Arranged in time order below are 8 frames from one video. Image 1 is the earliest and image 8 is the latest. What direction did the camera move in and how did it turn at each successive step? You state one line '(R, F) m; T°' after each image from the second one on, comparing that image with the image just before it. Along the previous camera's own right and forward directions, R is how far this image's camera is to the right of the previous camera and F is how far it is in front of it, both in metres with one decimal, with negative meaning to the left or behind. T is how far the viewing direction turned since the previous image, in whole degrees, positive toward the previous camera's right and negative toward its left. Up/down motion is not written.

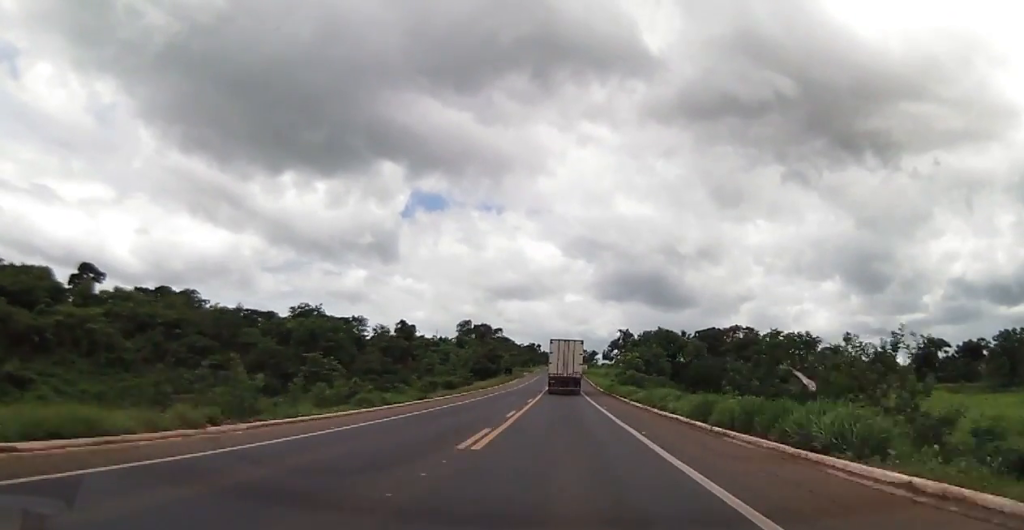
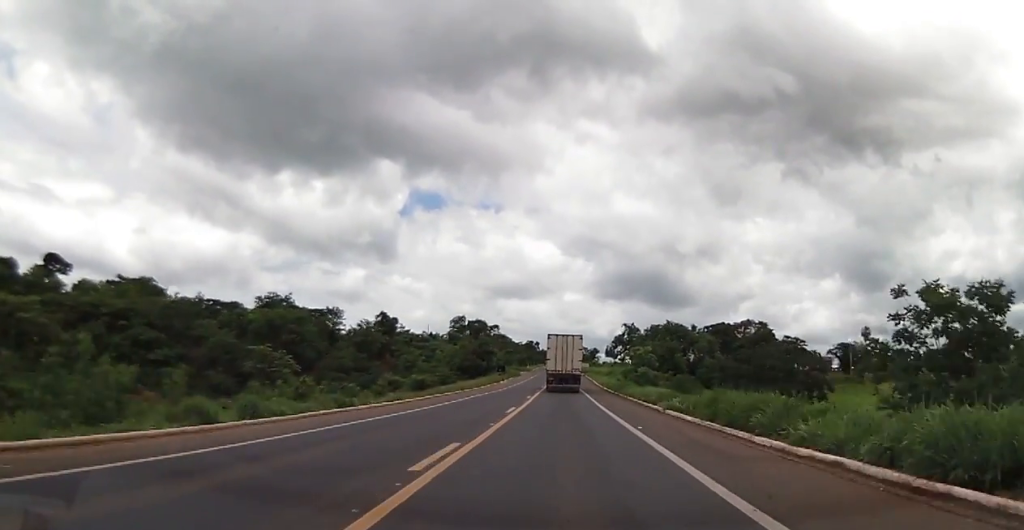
(0.0, +15.6) m; 0°
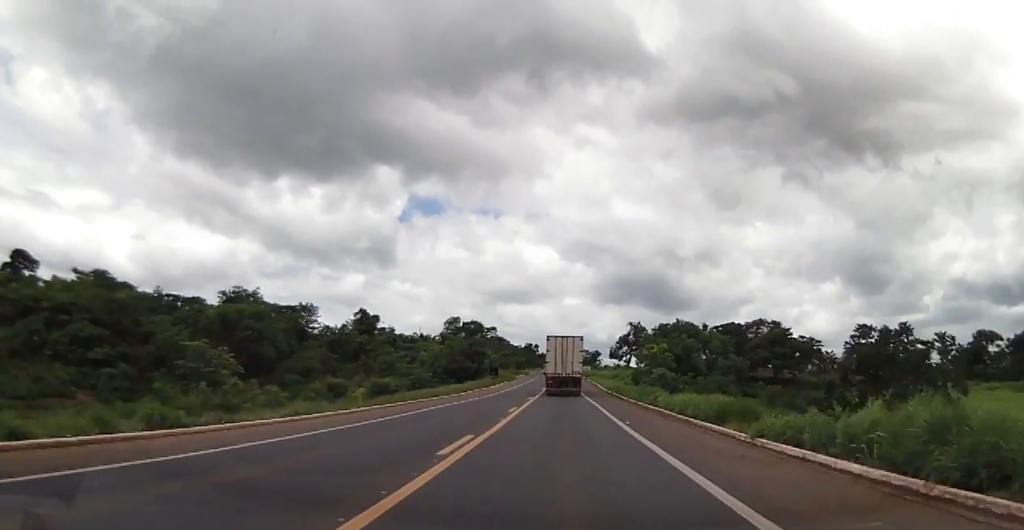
(+0.3, +13.7) m; 0°
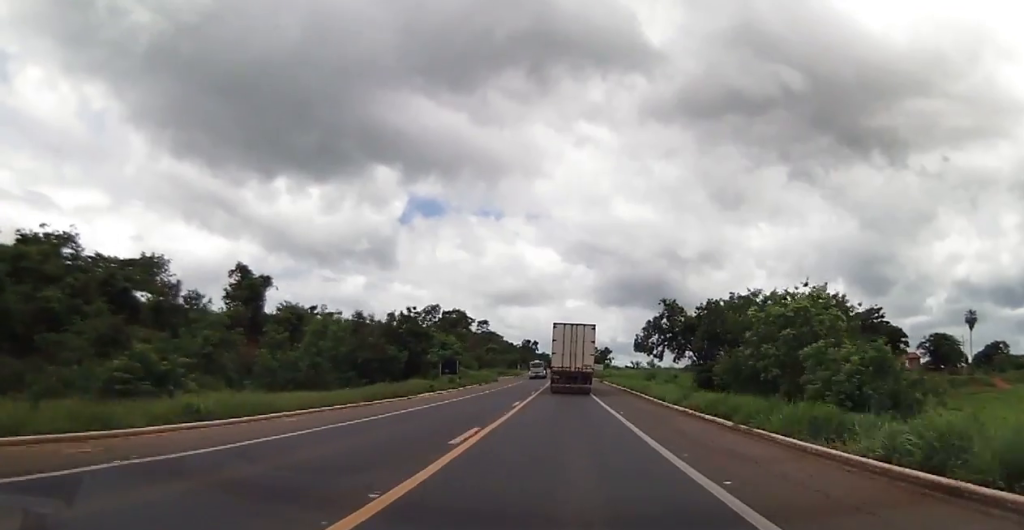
(-0.6, +46.0) m; 0°
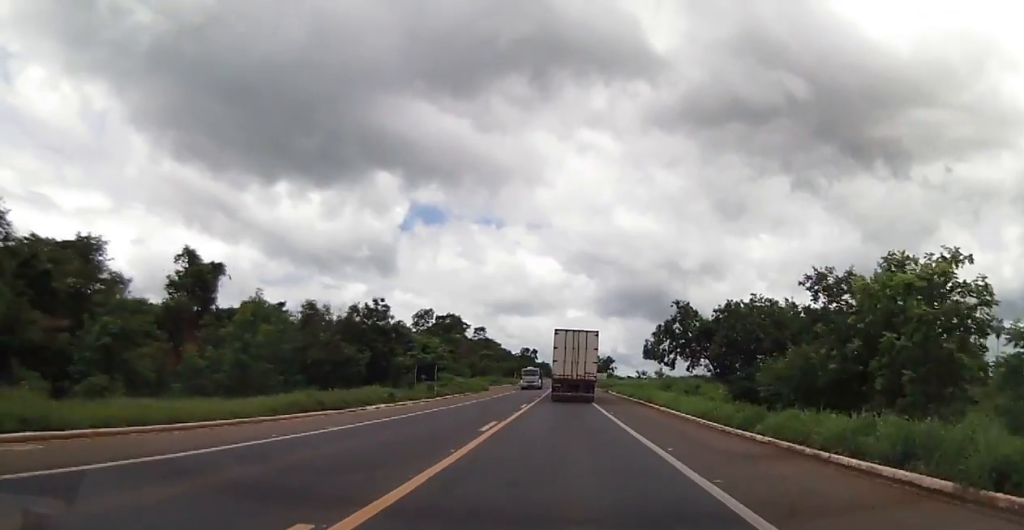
(+0.2, +11.1) m; 0°
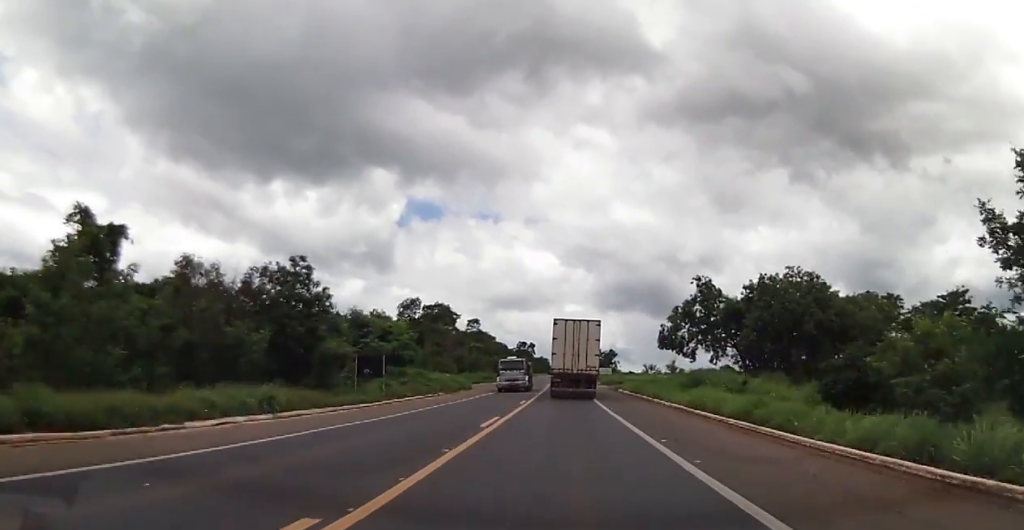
(+0.3, +15.5) m; 0°
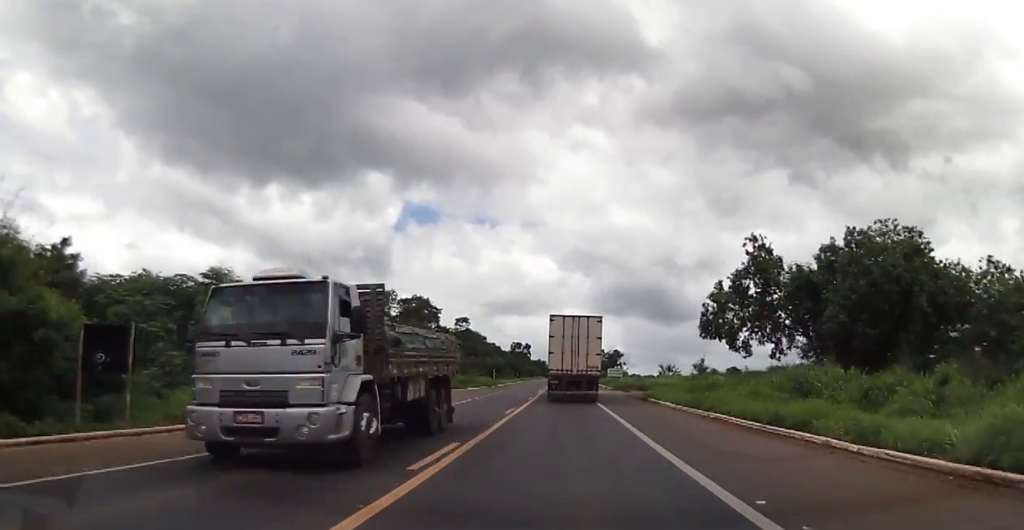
(-0.5, +24.0) m; -1°
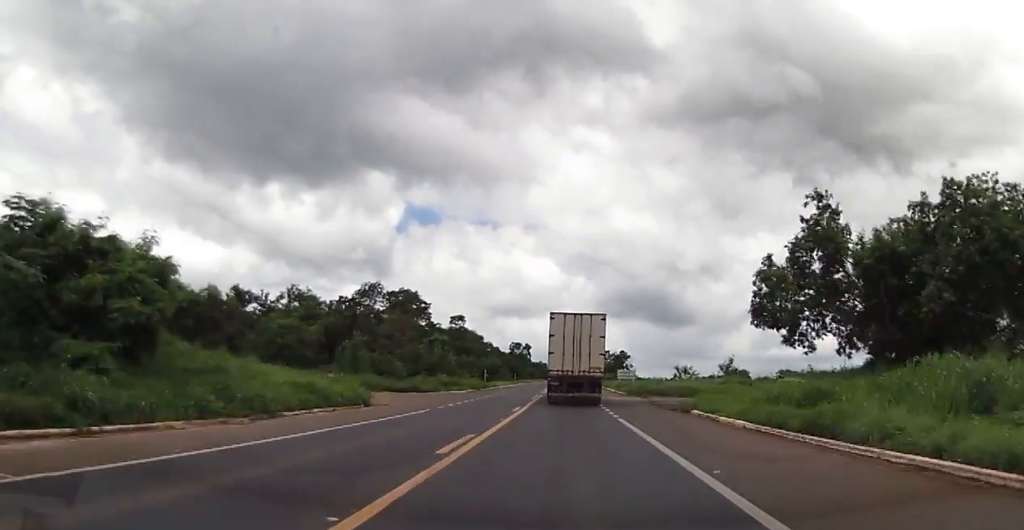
(0.0, +14.3) m; 0°
